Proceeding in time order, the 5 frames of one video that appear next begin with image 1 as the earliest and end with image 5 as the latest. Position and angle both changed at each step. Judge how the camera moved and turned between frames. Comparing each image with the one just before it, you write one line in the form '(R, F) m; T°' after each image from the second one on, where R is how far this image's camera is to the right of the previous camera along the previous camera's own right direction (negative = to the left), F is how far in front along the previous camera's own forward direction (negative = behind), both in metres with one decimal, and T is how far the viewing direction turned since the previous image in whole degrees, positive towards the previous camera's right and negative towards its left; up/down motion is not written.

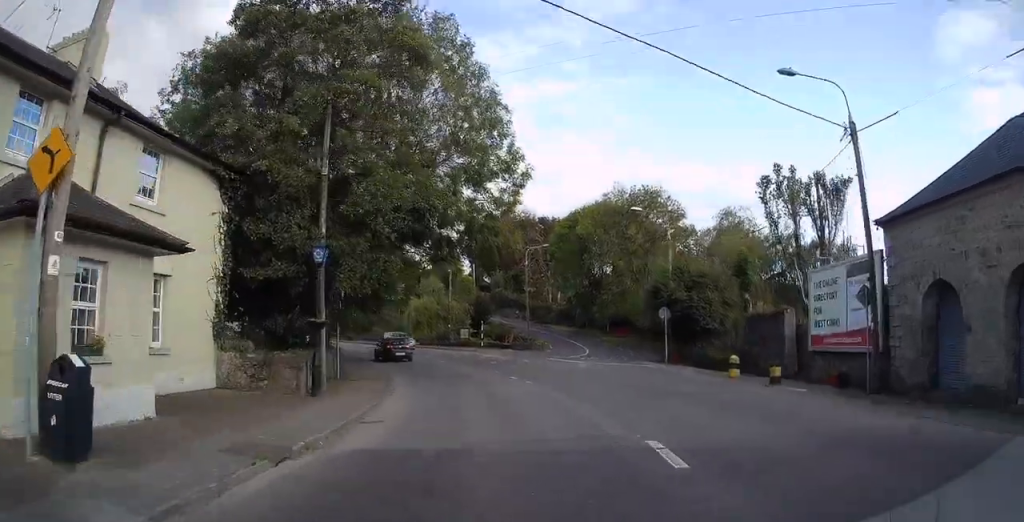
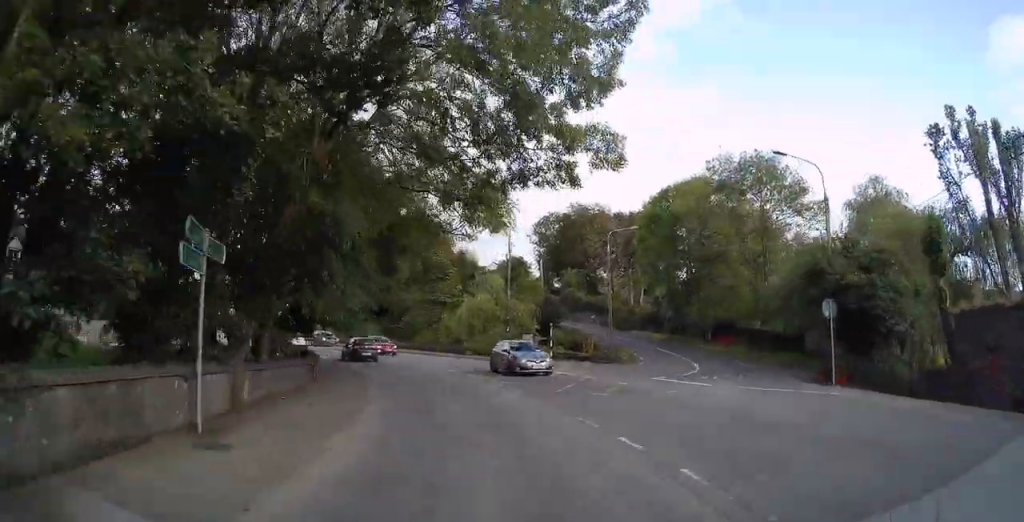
(-0.1, +12.2) m; -4°
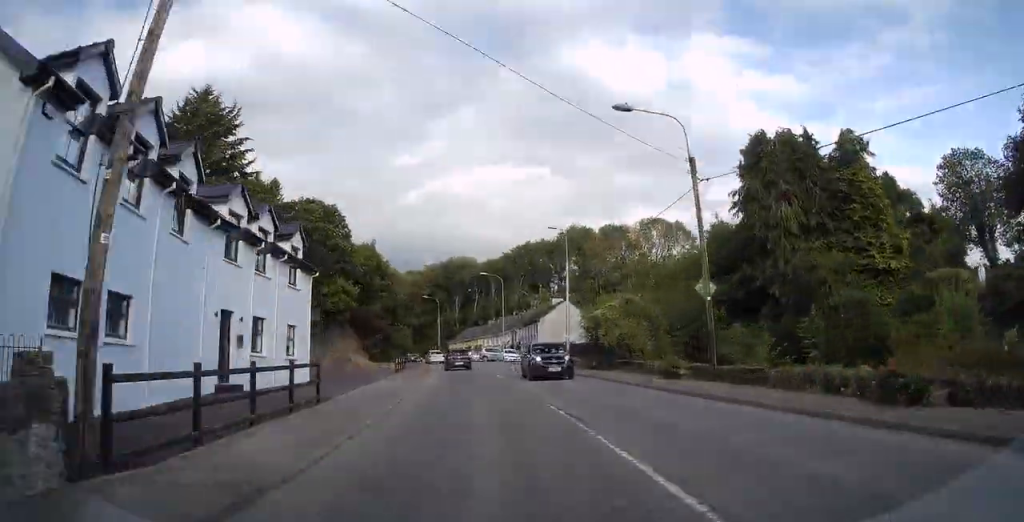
(-3.3, +43.5) m; -14°
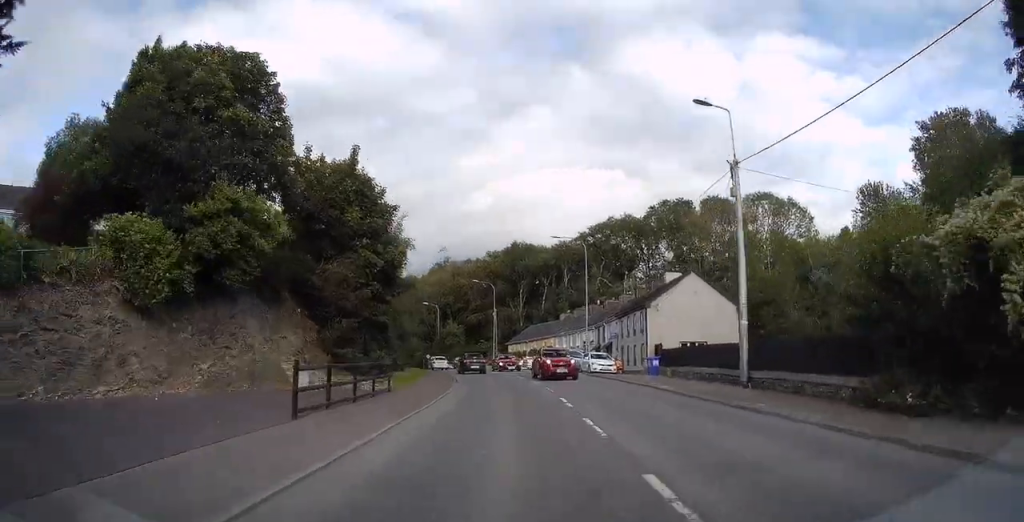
(-6.4, +24.0) m; -21°
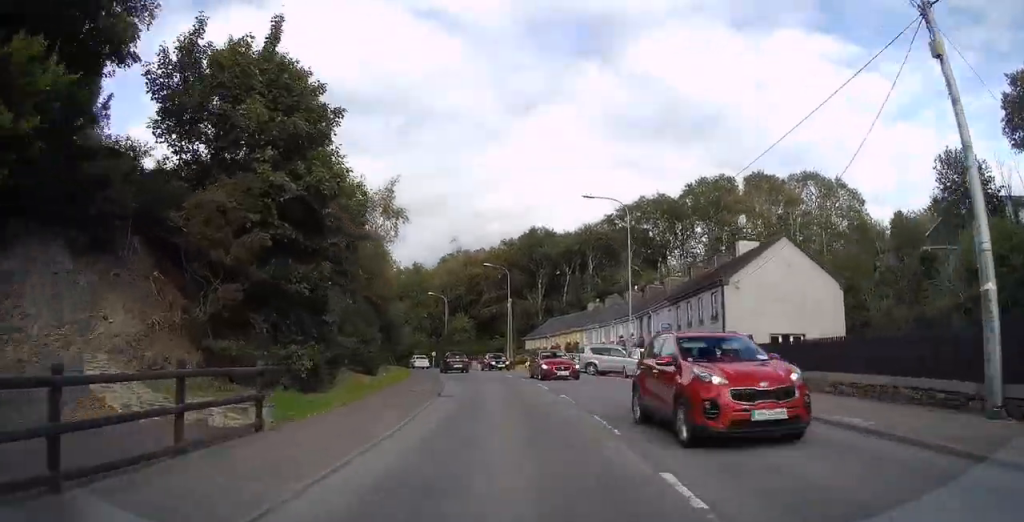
(-0.6, +12.4) m; -5°
